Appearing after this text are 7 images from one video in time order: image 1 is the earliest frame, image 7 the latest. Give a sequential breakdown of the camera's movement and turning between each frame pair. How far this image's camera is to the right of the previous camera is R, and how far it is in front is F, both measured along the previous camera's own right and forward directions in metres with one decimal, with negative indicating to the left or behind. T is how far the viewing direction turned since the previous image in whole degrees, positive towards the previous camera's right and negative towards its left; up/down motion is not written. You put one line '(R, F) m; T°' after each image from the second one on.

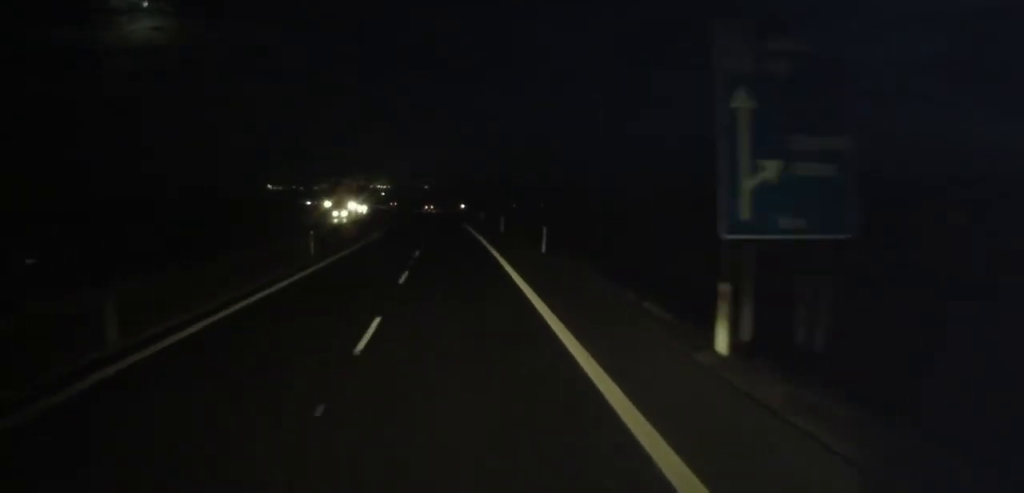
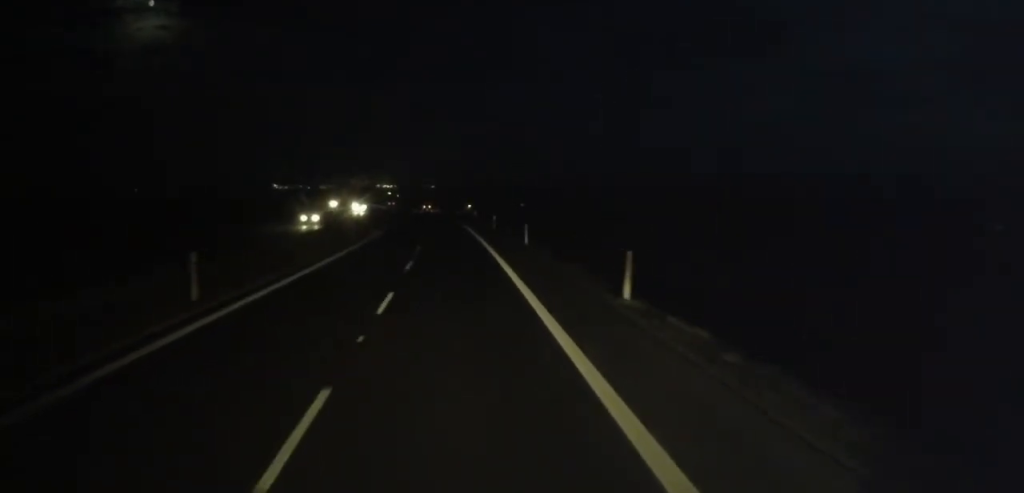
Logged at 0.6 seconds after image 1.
(-0.2, +14.2) m; 0°
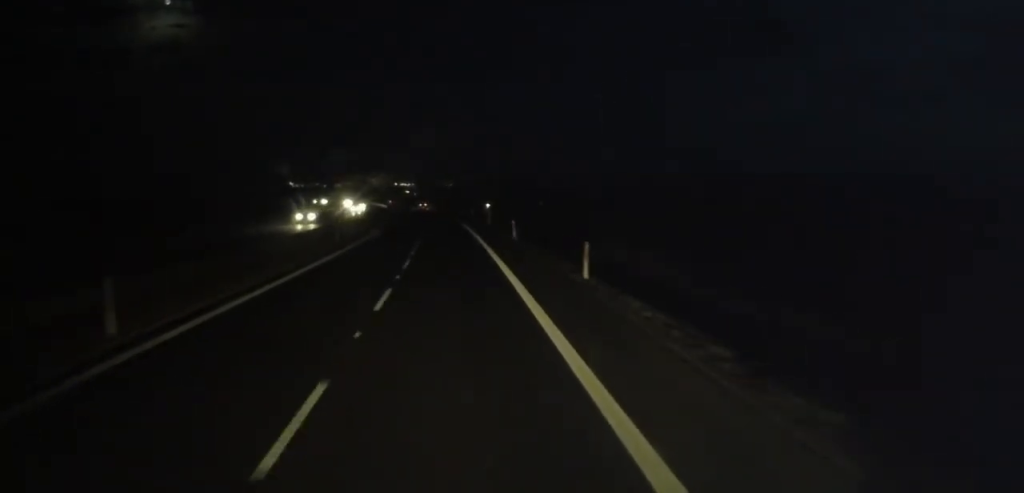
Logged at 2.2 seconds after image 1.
(-0.5, +34.8) m; -2°
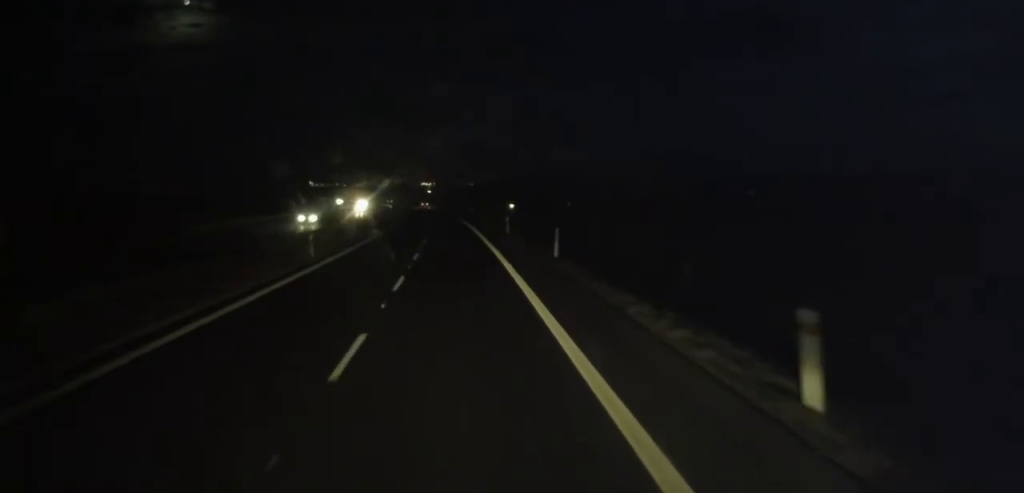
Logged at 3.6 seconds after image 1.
(-0.3, +32.3) m; -2°
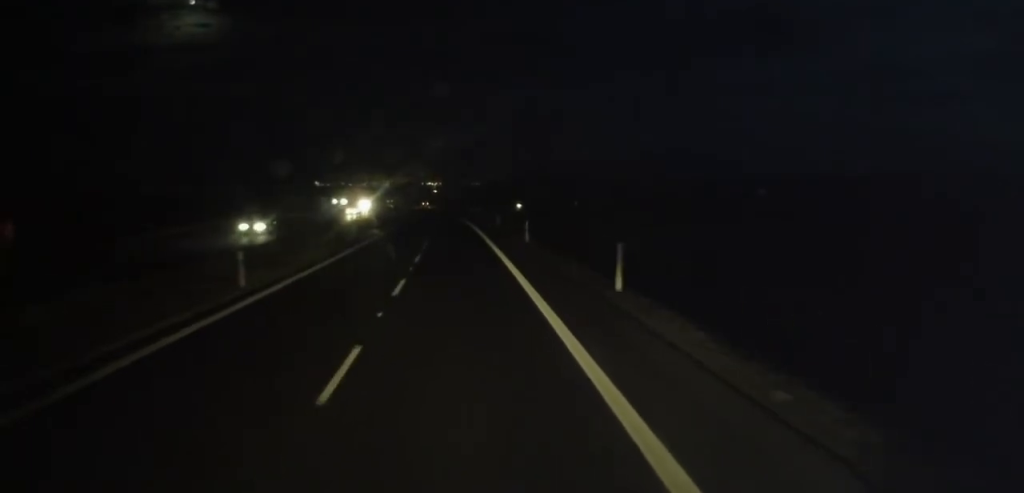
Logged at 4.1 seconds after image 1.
(-0.2, +9.9) m; 0°
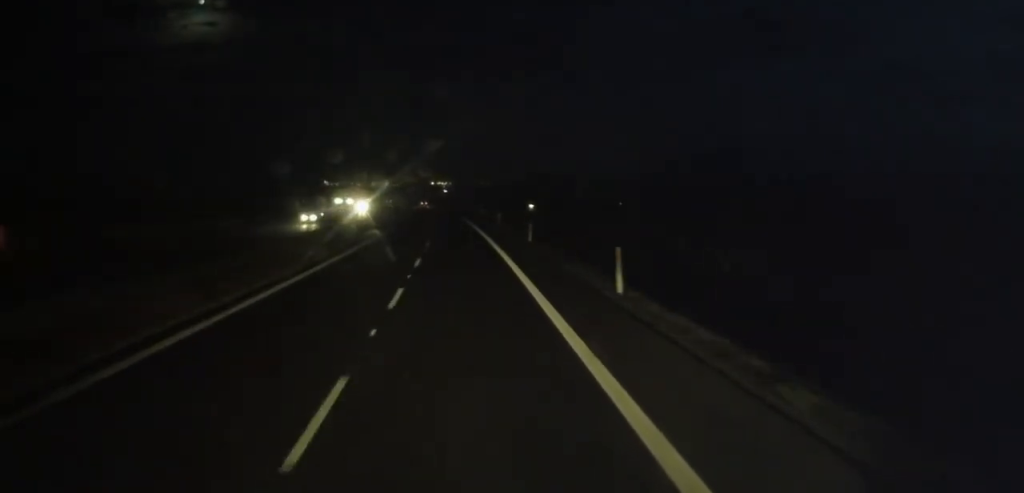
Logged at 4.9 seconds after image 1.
(-0.1, +19.9) m; -1°
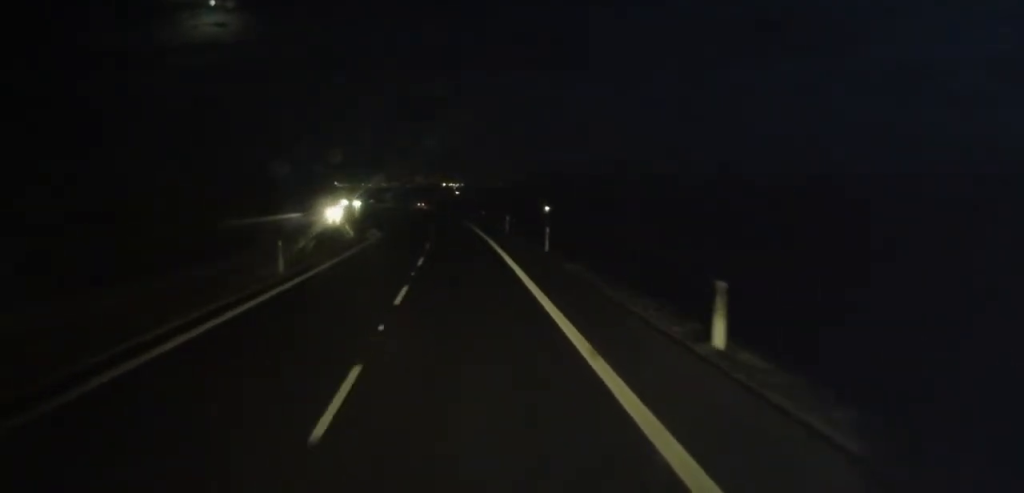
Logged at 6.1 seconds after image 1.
(-0.5, +26.1) m; -2°
